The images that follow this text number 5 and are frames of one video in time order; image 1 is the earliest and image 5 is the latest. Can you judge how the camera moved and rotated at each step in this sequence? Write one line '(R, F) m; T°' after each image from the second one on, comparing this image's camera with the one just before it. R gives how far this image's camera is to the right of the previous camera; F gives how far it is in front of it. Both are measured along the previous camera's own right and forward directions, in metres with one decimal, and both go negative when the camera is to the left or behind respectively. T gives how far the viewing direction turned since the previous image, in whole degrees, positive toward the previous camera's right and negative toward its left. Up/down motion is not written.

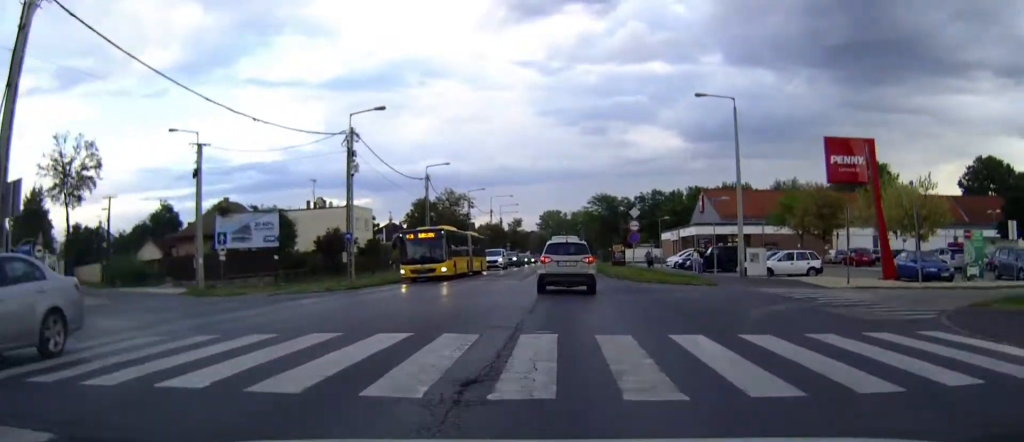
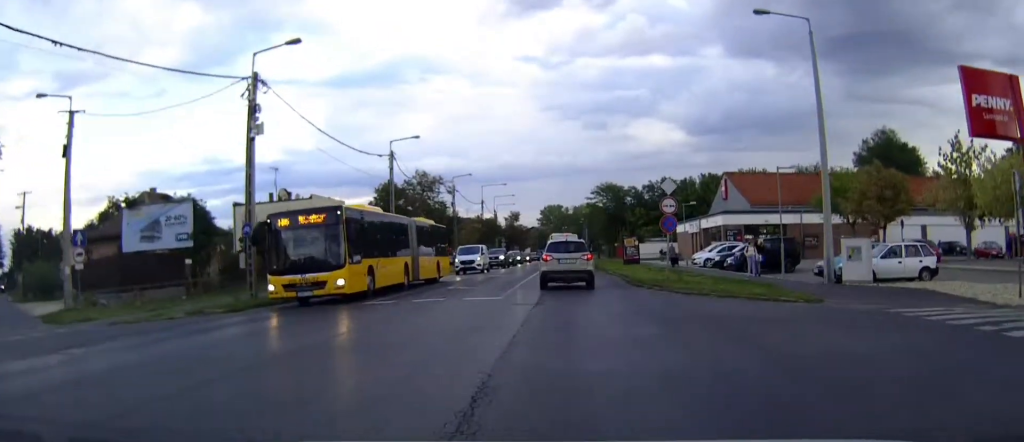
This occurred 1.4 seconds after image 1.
(0.0, +12.1) m; 0°
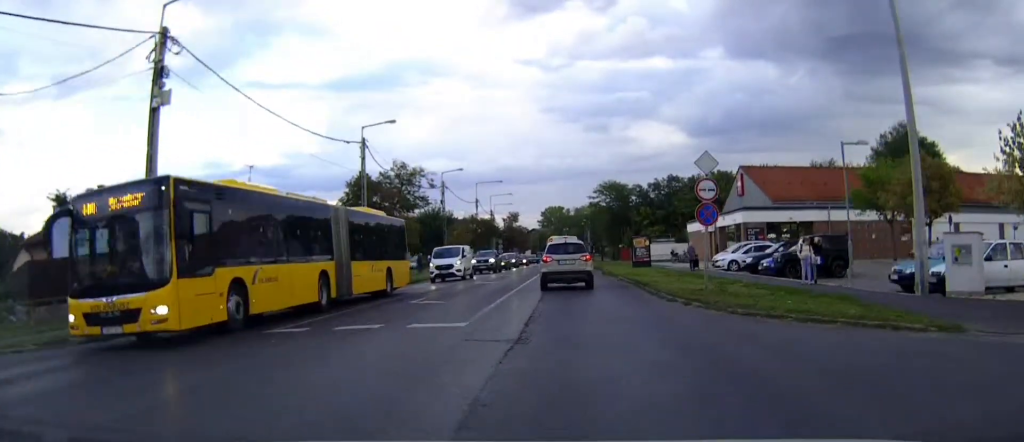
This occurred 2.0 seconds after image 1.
(0.0, +6.4) m; 0°
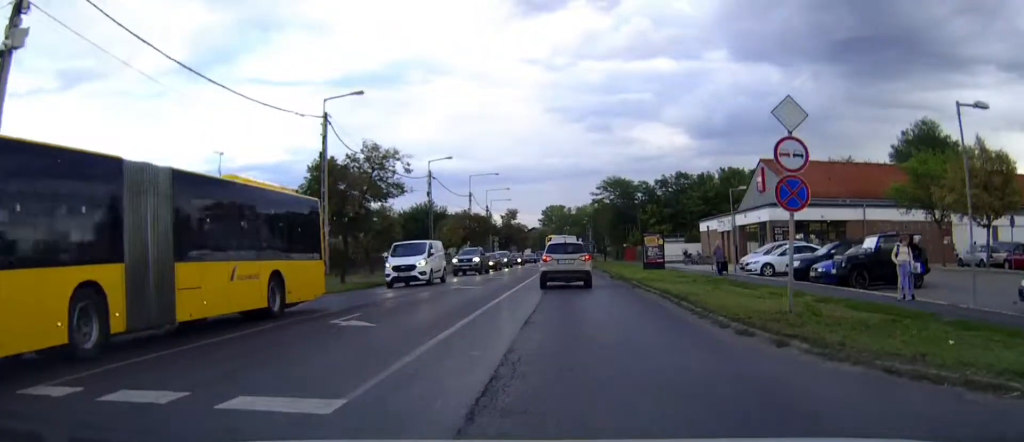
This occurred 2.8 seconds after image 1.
(0.0, +6.9) m; 0°
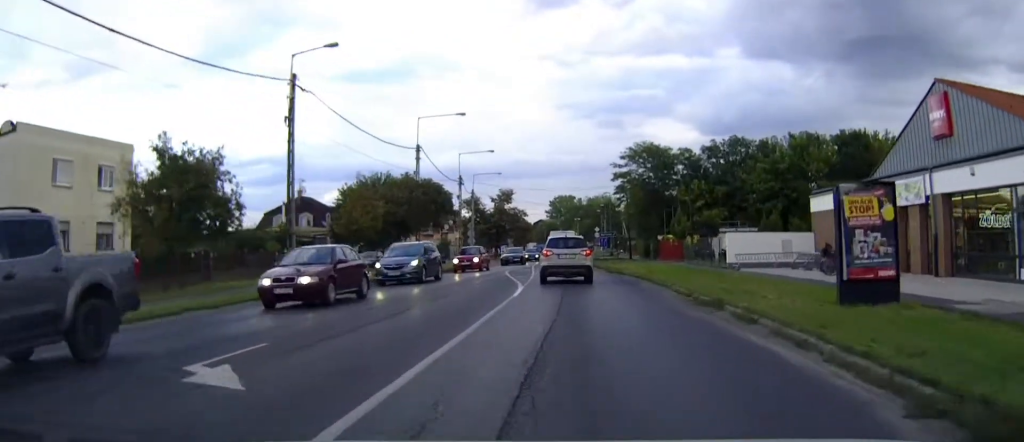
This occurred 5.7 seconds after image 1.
(-0.1, +31.4) m; -1°
